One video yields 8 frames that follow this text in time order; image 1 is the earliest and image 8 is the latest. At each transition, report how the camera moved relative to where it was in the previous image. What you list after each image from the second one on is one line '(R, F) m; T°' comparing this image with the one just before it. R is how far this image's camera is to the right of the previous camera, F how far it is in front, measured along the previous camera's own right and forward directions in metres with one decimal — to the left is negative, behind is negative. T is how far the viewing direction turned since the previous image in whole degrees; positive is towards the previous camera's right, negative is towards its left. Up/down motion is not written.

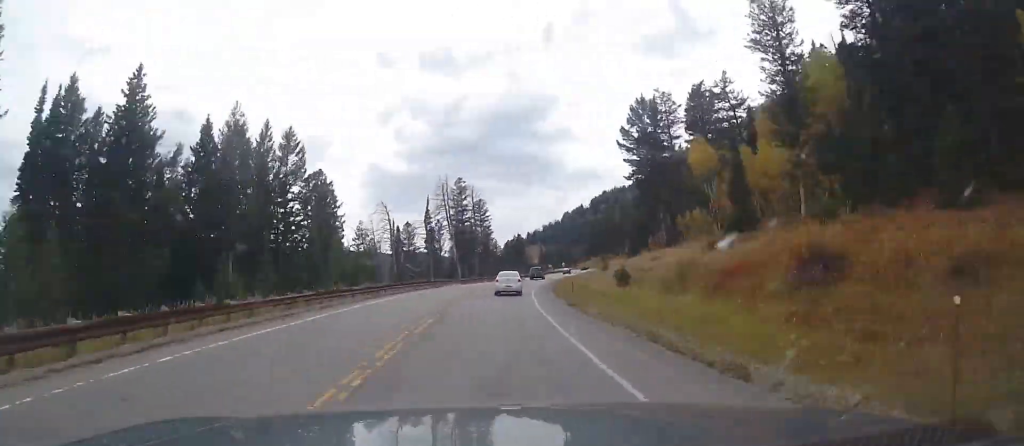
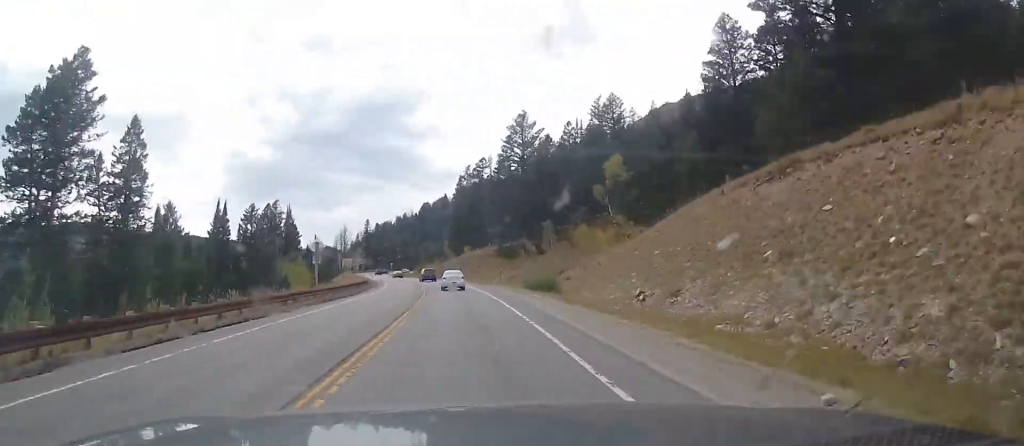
(+20.4, +210.7) m; +4°
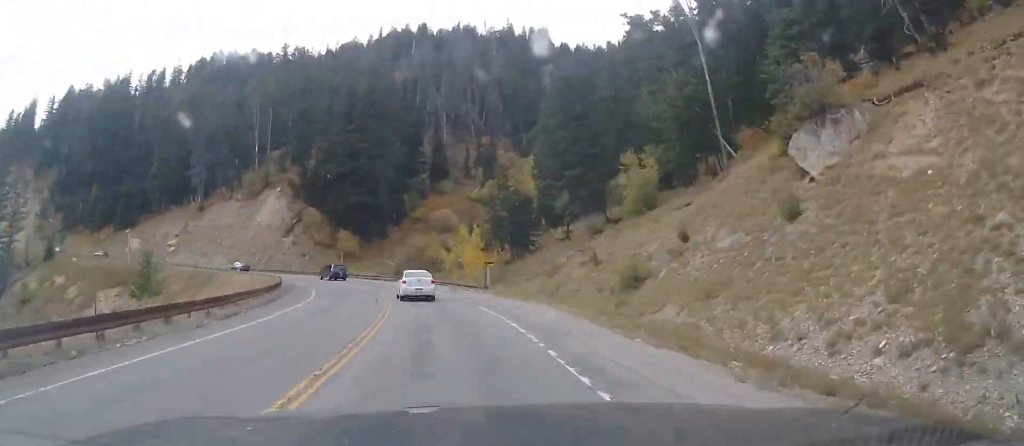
(+79.4, +259.8) m; +21°
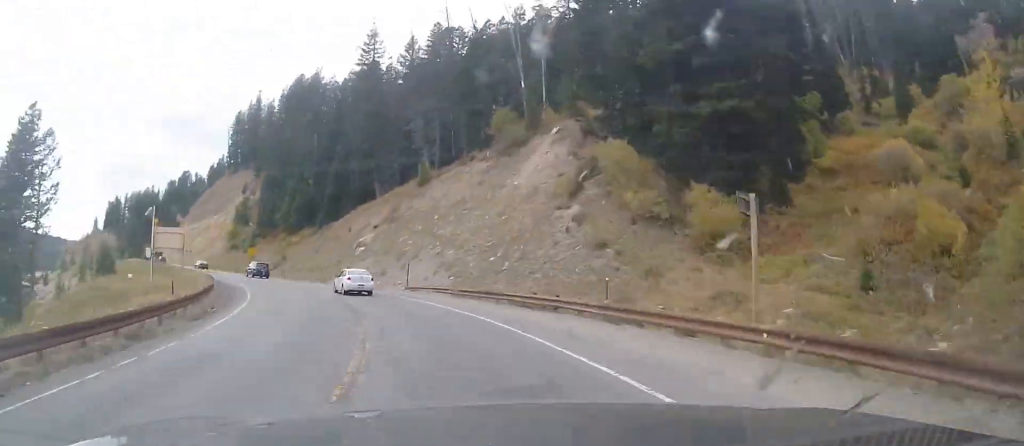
(-3.8, +61.1) m; -17°
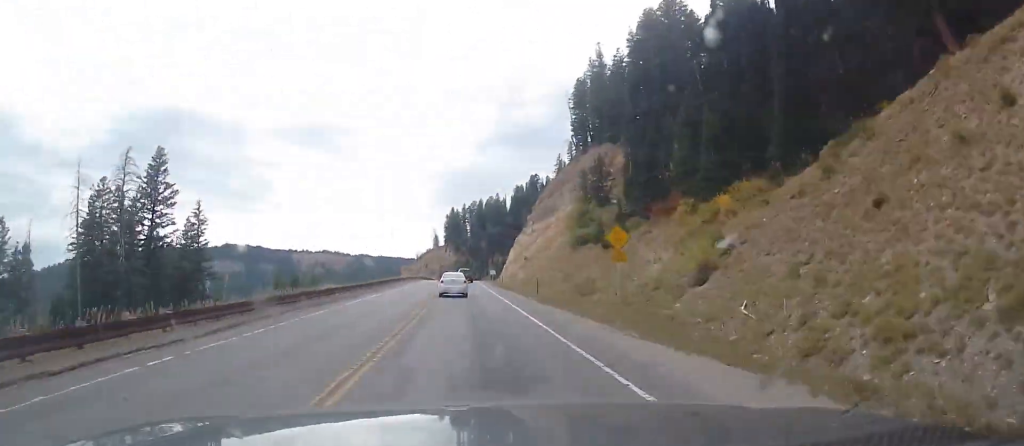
(-23.9, +68.2) m; -17°
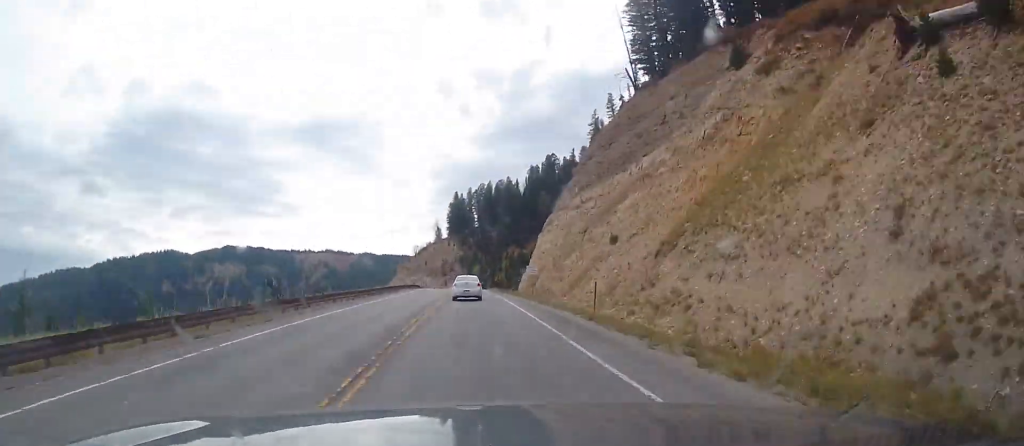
(-5.8, +68.8) m; -5°
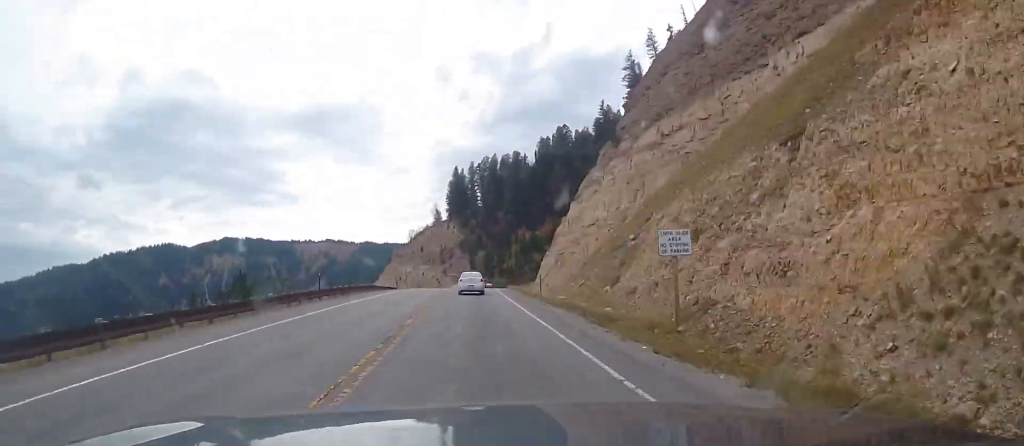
(-0.8, +53.0) m; -1°
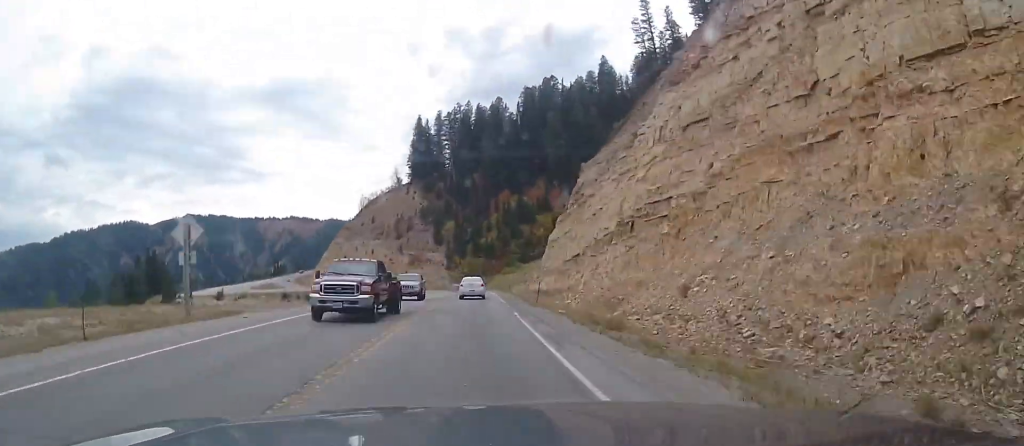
(-0.5, +71.3) m; -7°
